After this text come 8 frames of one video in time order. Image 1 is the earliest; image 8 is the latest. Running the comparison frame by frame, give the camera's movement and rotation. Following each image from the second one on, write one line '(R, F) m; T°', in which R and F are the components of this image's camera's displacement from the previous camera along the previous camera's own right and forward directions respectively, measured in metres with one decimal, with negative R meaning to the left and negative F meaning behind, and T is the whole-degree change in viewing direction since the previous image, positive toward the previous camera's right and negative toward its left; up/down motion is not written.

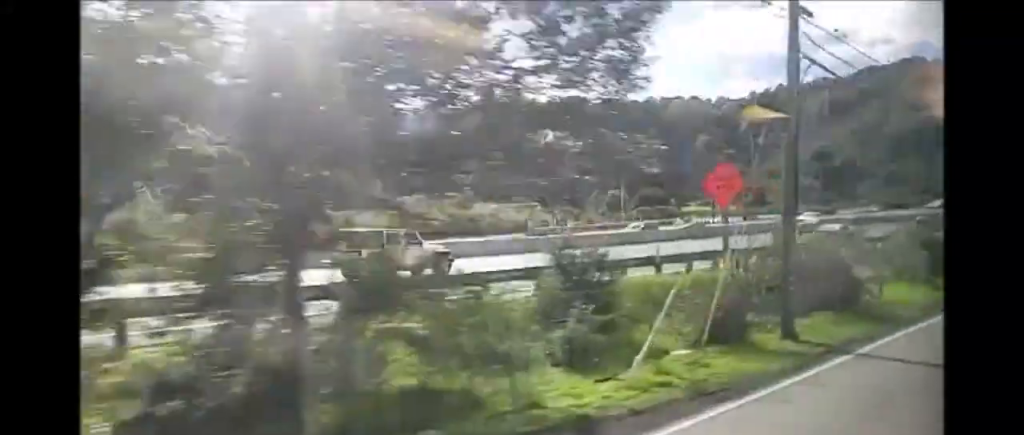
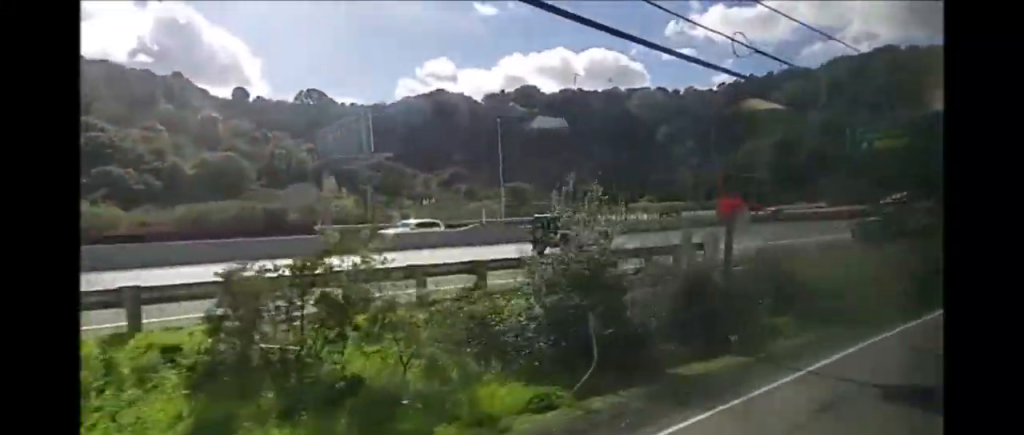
(+0.4, +24.9) m; +3°
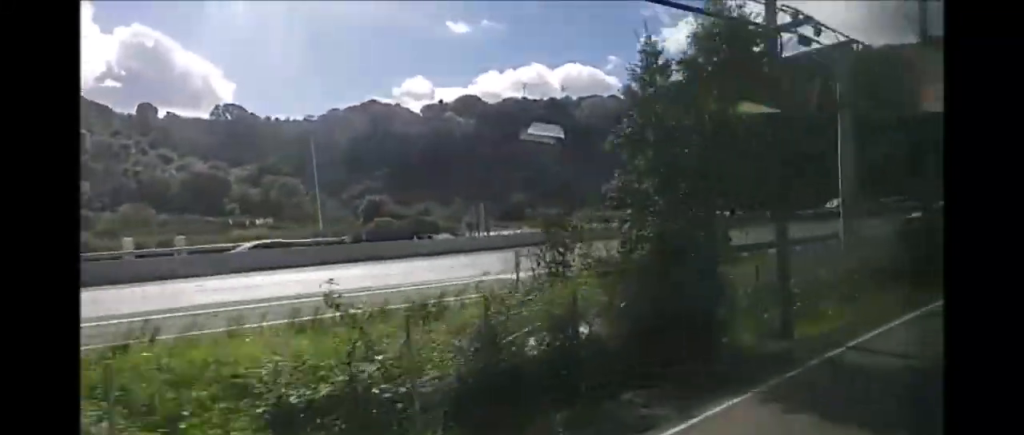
(+0.5, +23.3) m; +1°
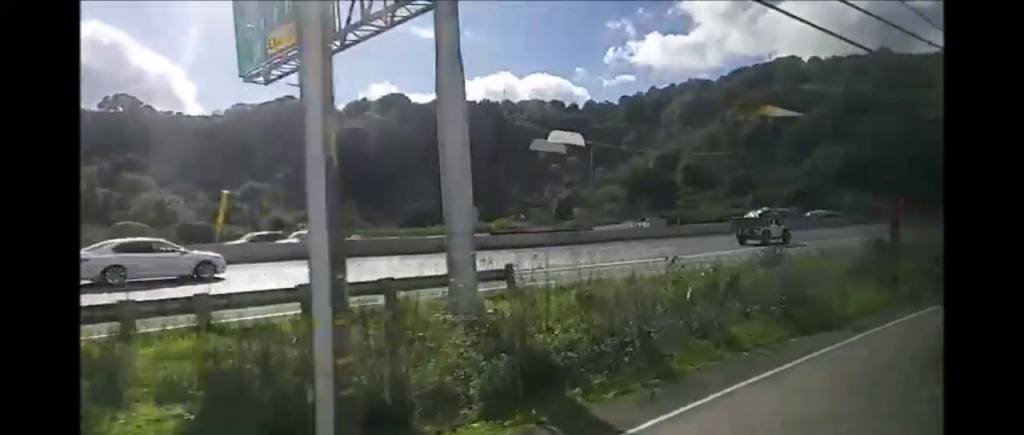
(-0.1, +21.2) m; 0°
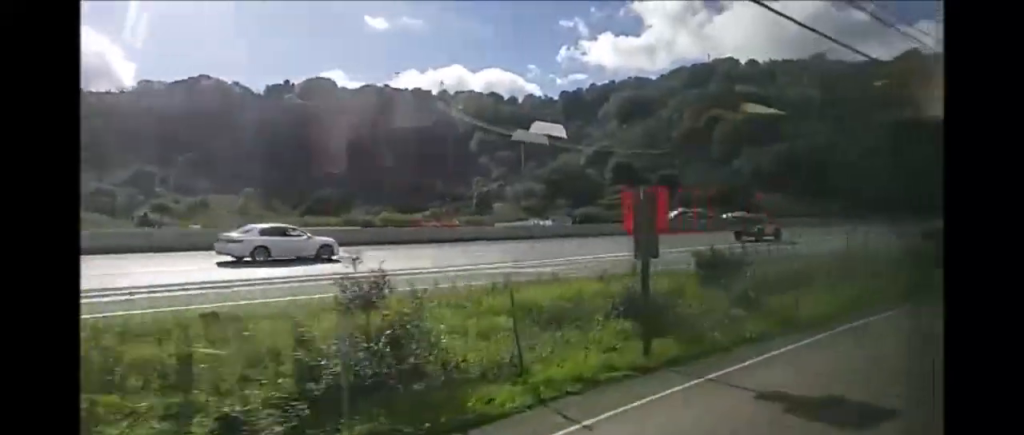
(-0.4, +11.4) m; +4°
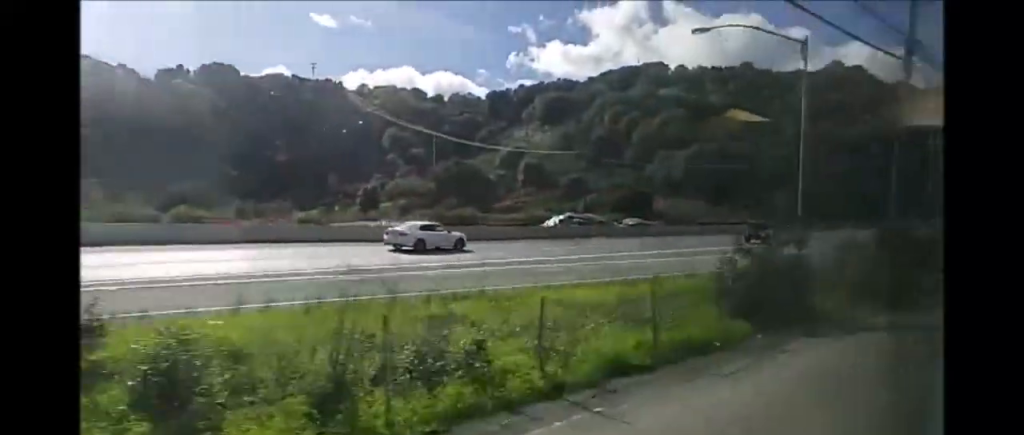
(+1.5, +17.6) m; +6°
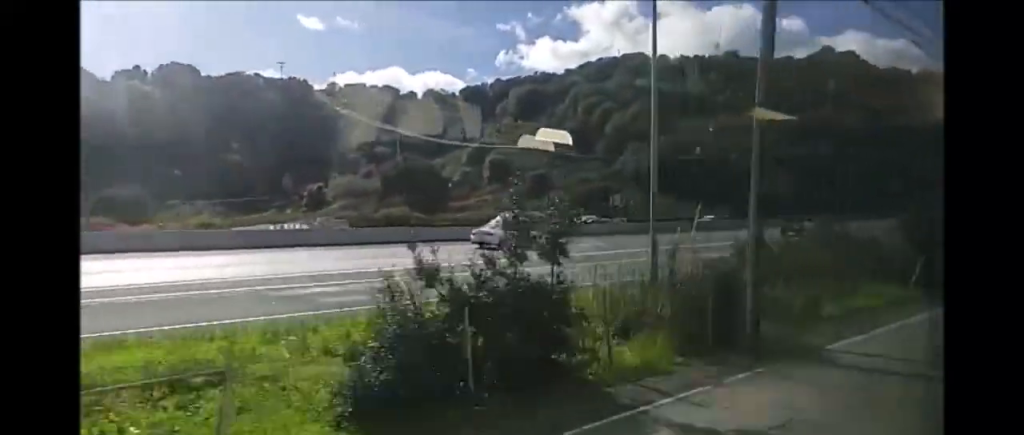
(+0.3, +10.8) m; +2°
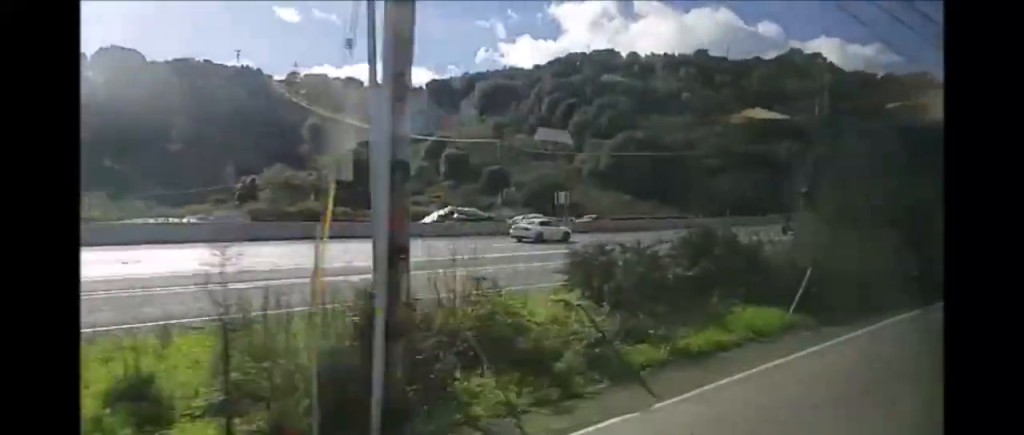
(0.0, +8.2) m; 0°
